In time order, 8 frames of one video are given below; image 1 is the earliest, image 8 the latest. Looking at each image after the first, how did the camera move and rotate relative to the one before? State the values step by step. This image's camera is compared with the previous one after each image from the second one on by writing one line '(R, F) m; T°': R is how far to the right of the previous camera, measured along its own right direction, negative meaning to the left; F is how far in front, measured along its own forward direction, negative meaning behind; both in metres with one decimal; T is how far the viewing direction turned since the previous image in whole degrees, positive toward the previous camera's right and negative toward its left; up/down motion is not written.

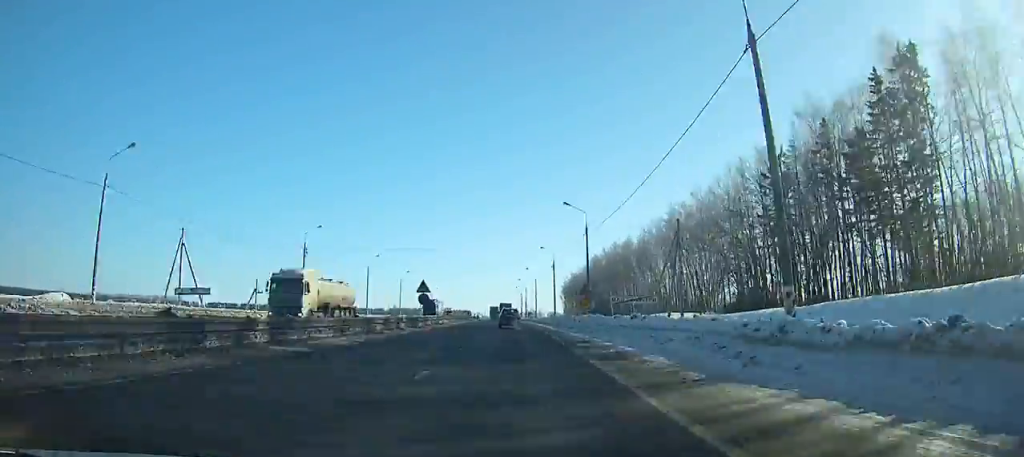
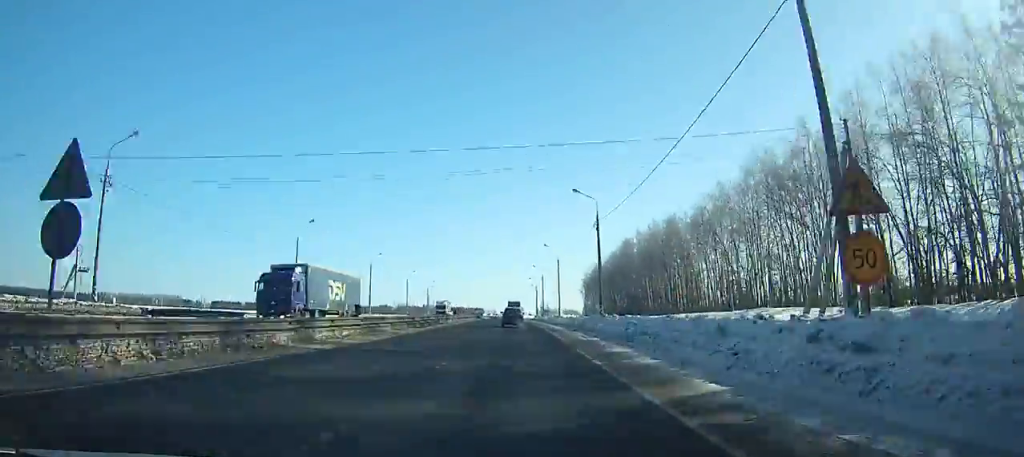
(-0.7, +38.0) m; -1°
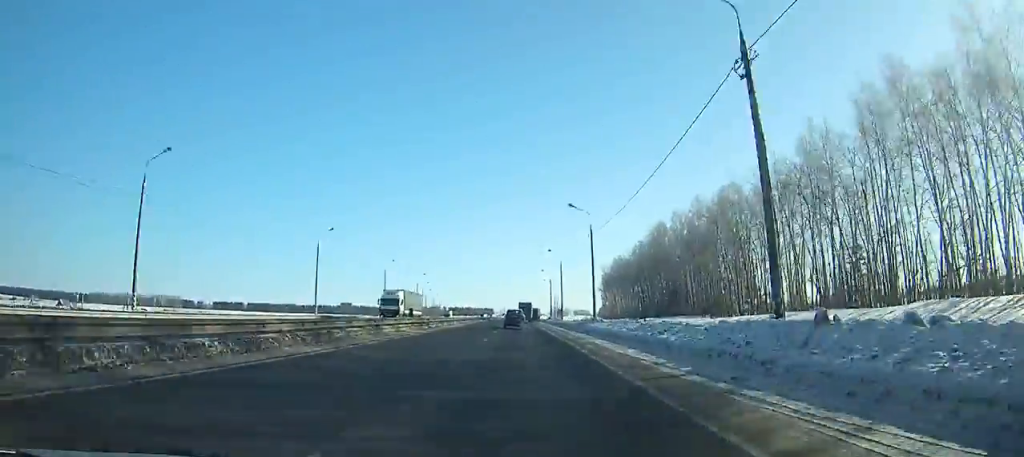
(-0.2, +29.6) m; -1°
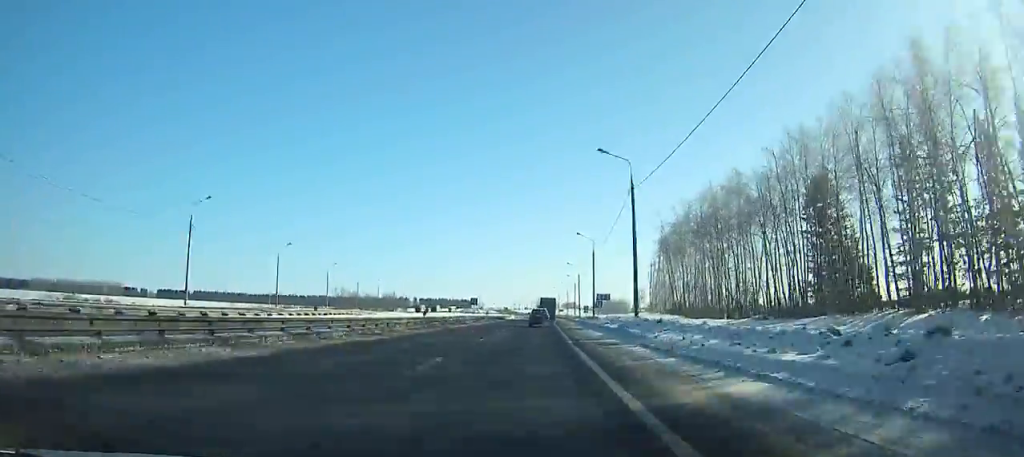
(-0.6, +121.6) m; +1°
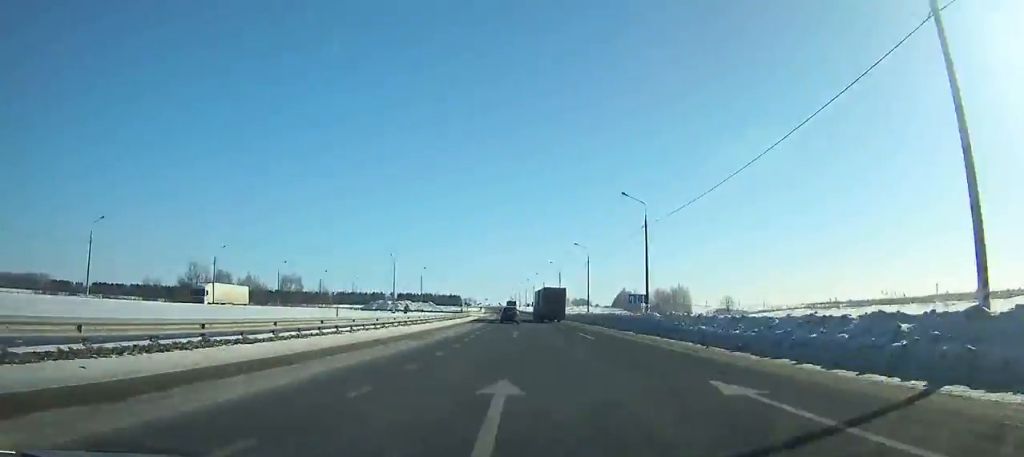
(+2.7, +162.8) m; 0°
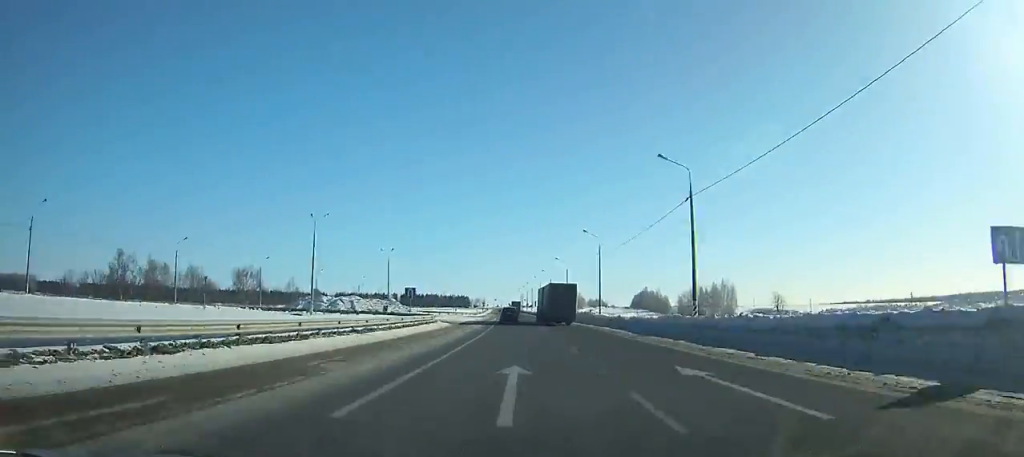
(-0.4, +46.9) m; -1°
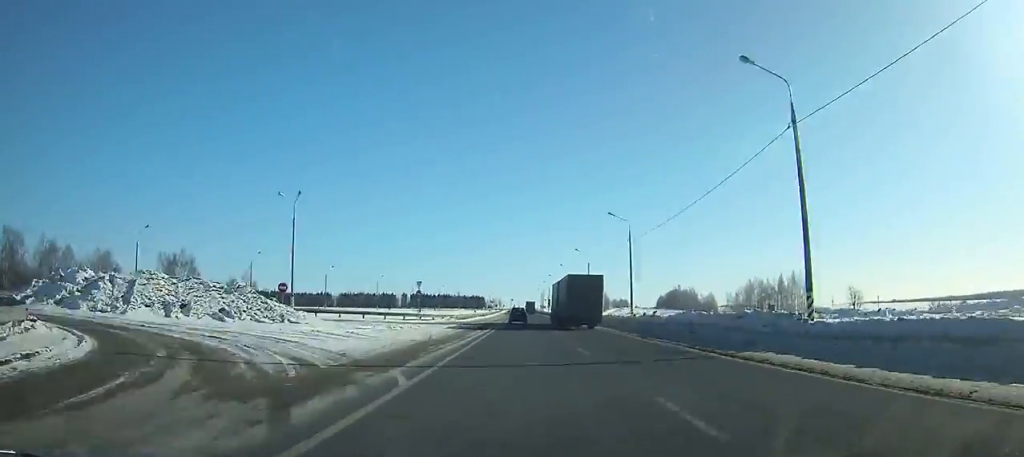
(-0.6, +47.9) m; -1°
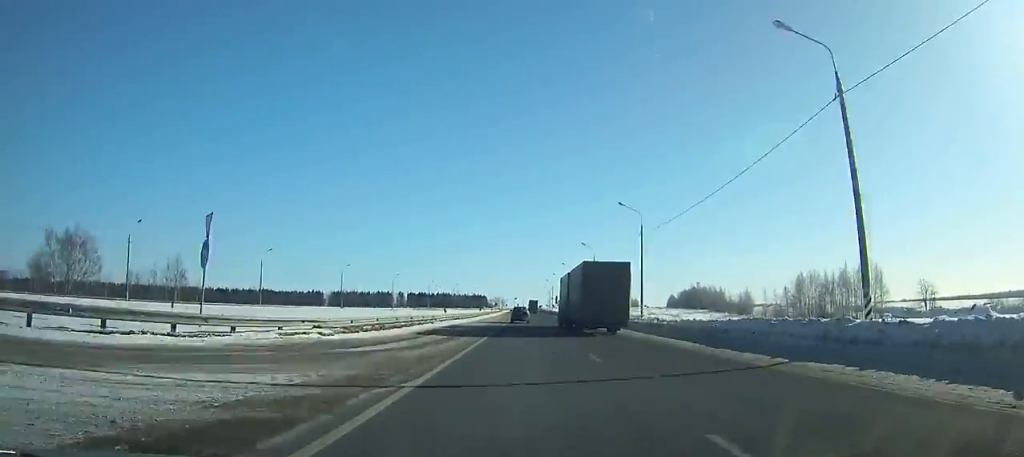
(-0.2, +38.2) m; -1°
